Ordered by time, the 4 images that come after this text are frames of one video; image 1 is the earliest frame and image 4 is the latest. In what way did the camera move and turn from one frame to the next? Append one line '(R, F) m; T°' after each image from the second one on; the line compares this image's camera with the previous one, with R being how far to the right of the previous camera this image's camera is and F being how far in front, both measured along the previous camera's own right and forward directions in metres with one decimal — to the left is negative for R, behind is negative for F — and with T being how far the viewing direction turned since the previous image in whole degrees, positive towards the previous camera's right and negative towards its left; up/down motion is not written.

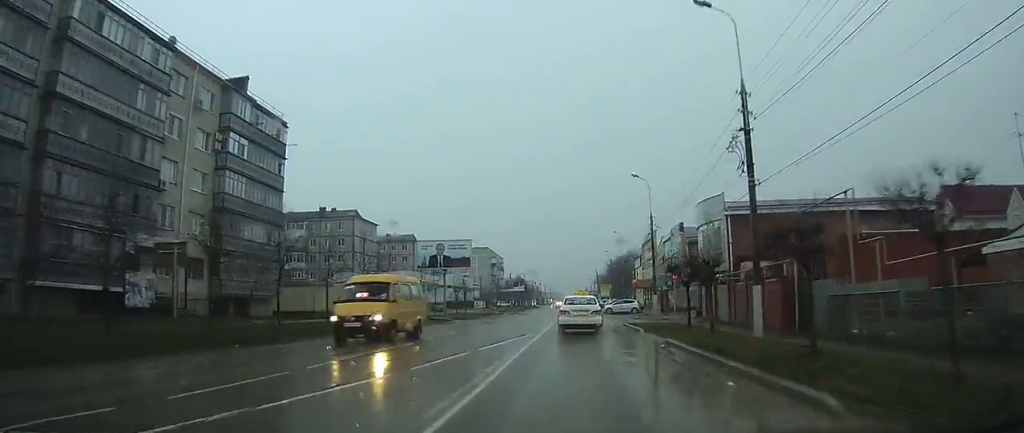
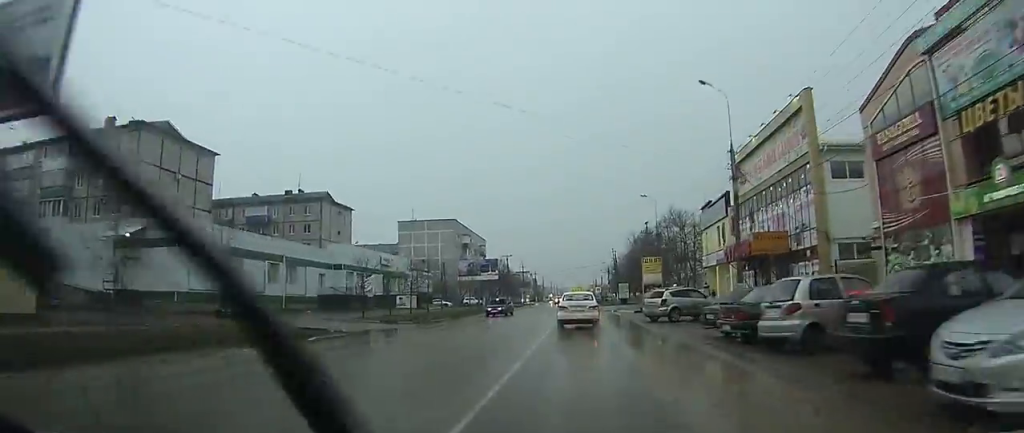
(+0.4, +57.2) m; +2°
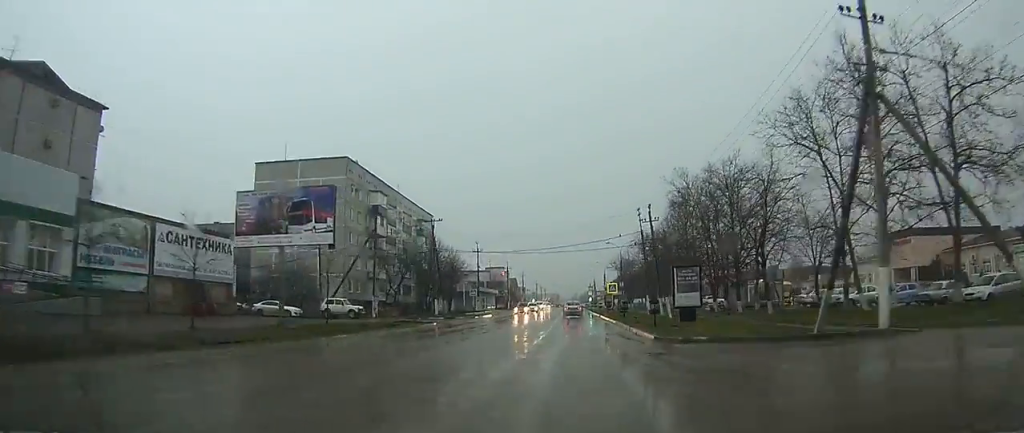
(+0.2, +61.7) m; -1°
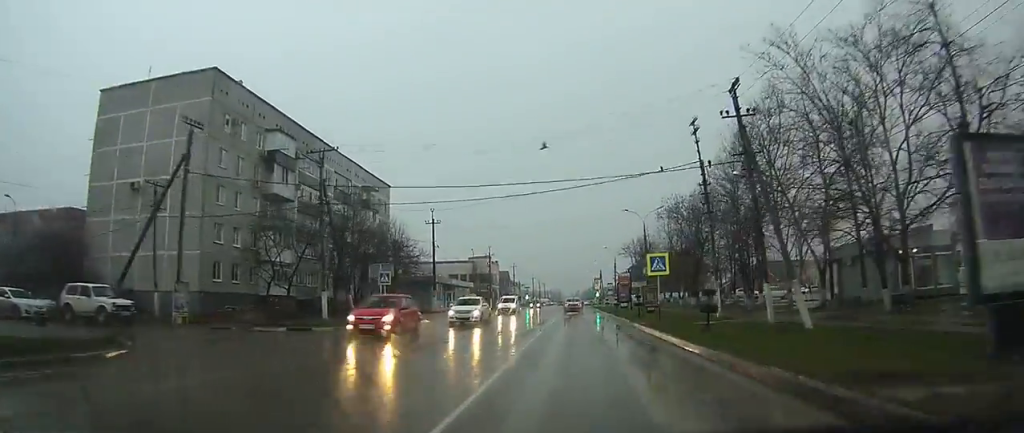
(0.0, +28.6) m; 0°
